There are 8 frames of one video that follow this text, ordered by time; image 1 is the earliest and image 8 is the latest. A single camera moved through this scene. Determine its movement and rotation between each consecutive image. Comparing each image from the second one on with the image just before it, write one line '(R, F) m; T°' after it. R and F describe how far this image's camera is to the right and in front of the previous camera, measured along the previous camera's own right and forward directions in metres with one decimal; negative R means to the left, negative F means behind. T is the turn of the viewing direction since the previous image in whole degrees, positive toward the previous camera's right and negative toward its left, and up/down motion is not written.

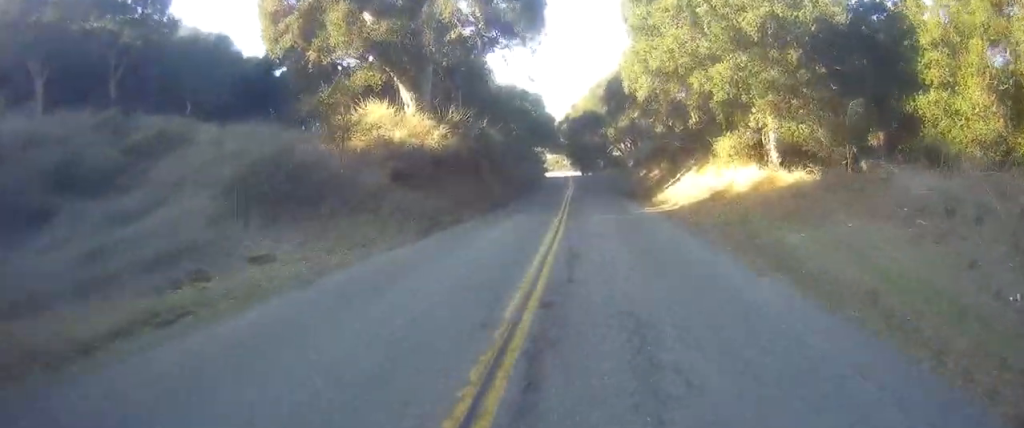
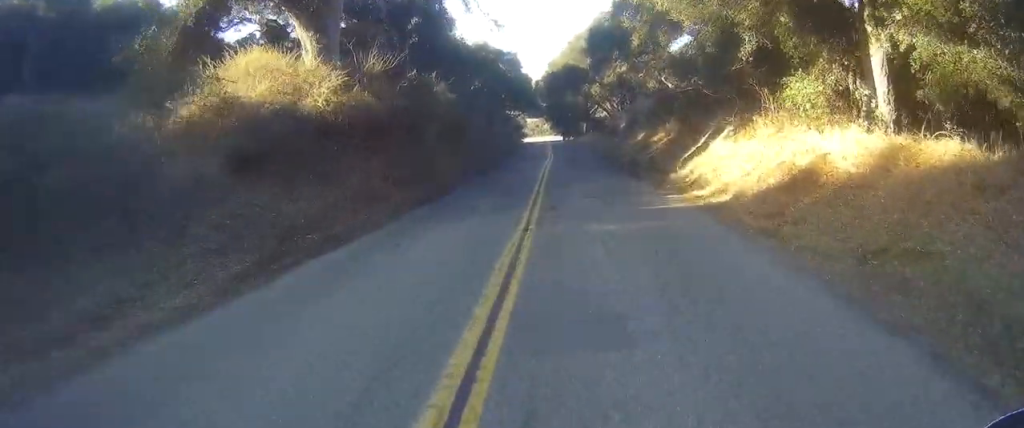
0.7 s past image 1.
(0.0, +10.2) m; 0°
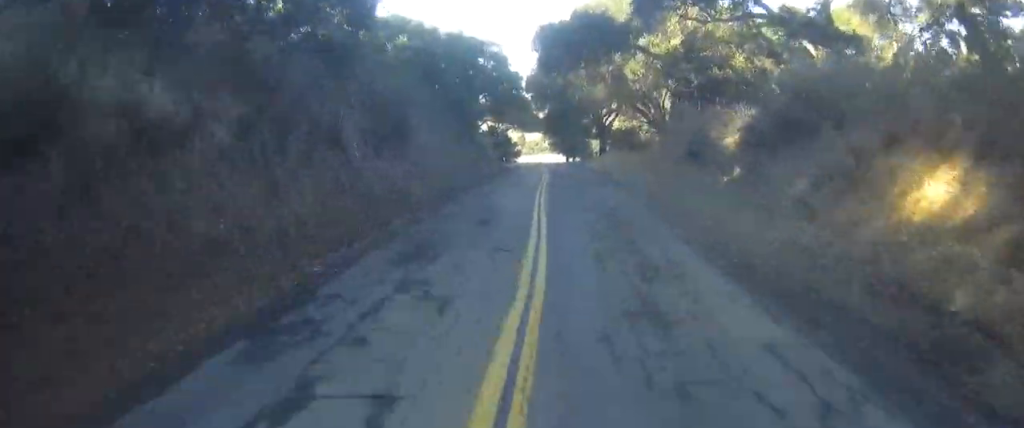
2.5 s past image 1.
(-0.2, +30.4) m; -2°
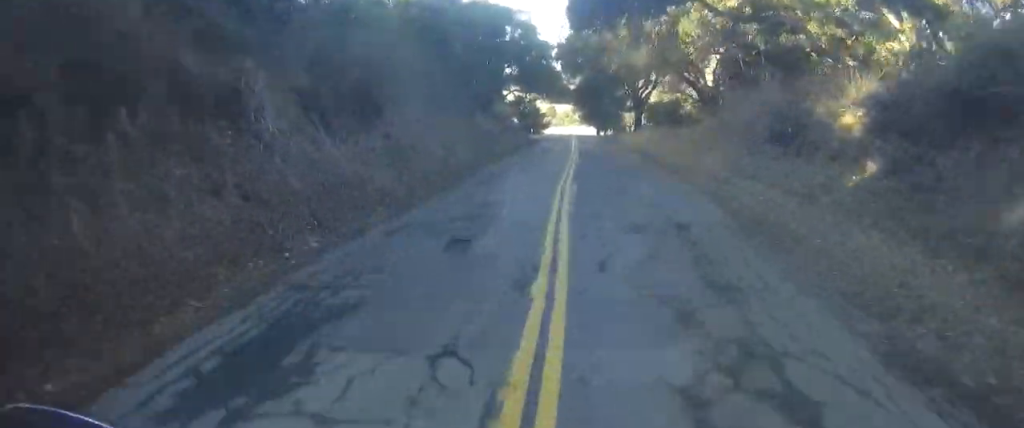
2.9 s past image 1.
(-0.2, +6.7) m; -1°
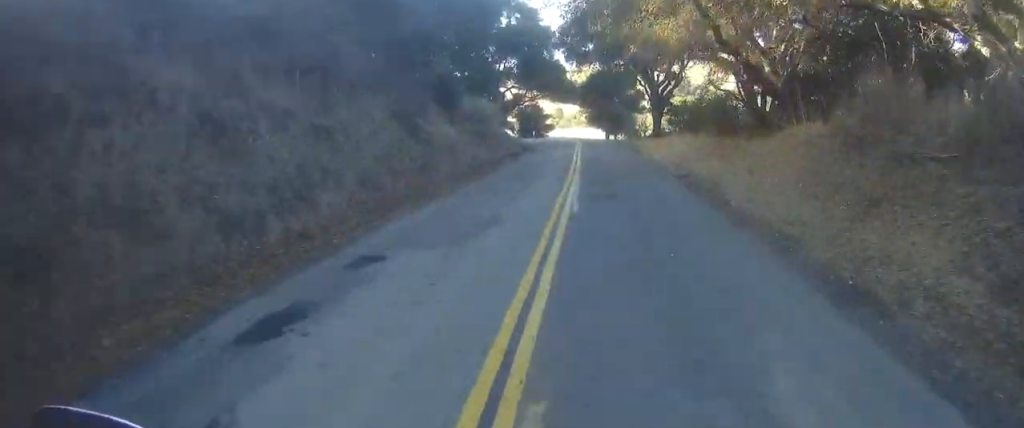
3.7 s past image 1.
(-0.2, +12.1) m; -1°
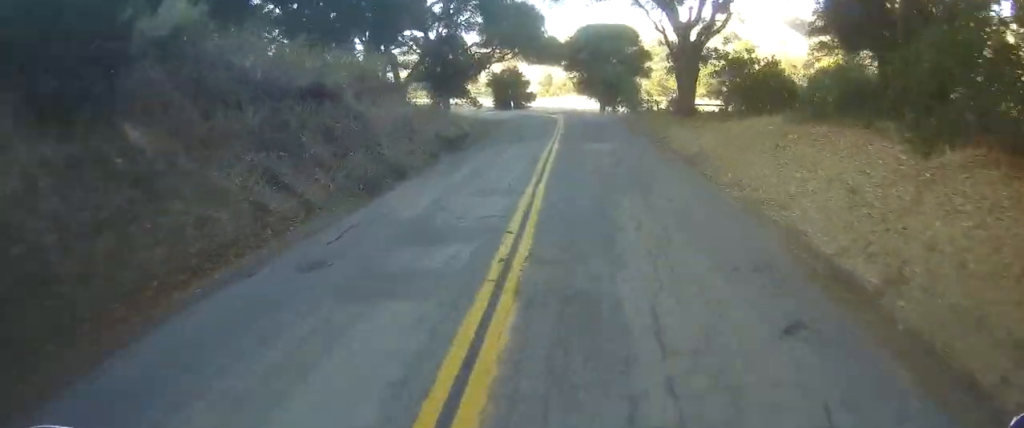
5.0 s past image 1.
(+0.2, +20.2) m; +2°
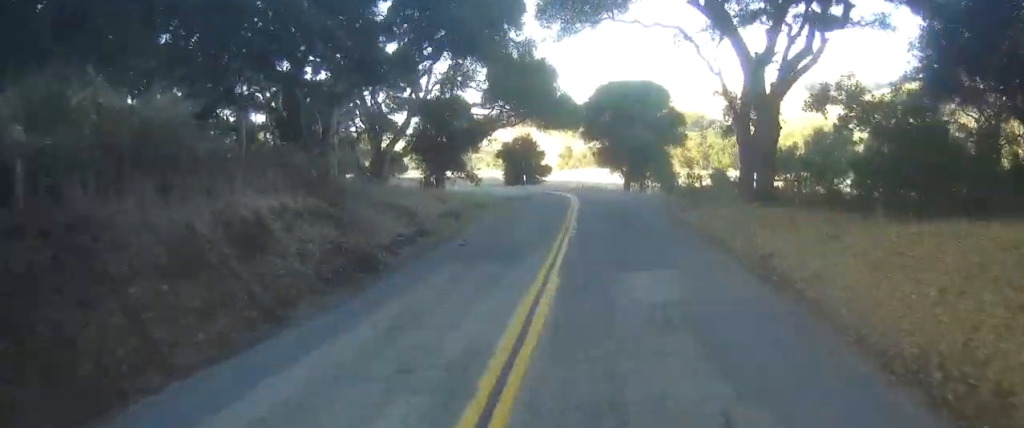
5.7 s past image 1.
(0.0, +10.7) m; +1°
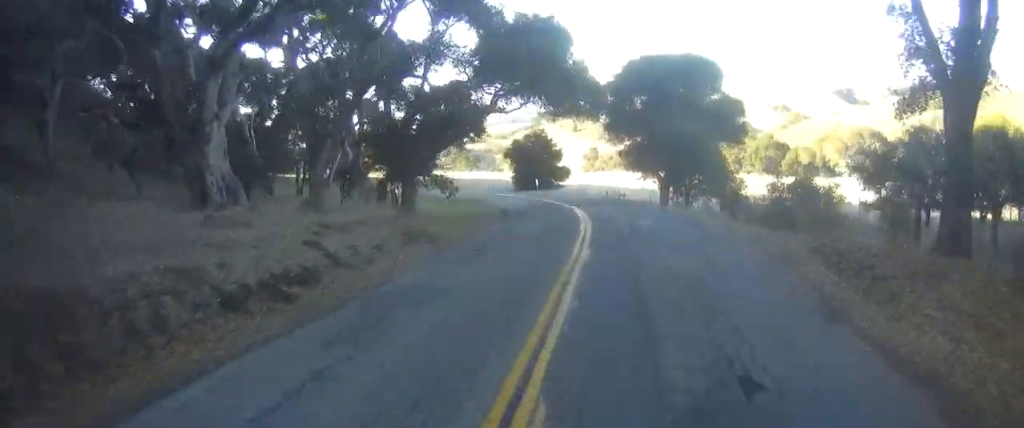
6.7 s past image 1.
(+0.4, +15.4) m; +1°
